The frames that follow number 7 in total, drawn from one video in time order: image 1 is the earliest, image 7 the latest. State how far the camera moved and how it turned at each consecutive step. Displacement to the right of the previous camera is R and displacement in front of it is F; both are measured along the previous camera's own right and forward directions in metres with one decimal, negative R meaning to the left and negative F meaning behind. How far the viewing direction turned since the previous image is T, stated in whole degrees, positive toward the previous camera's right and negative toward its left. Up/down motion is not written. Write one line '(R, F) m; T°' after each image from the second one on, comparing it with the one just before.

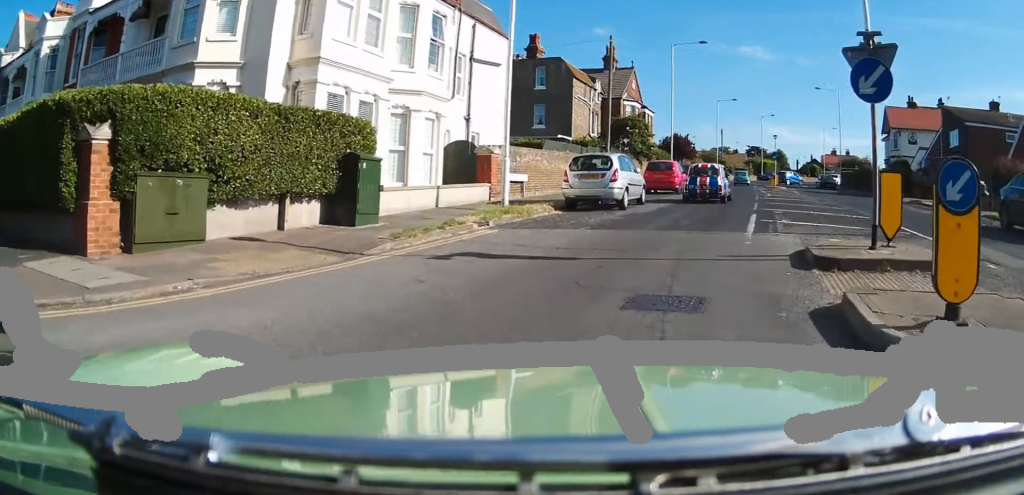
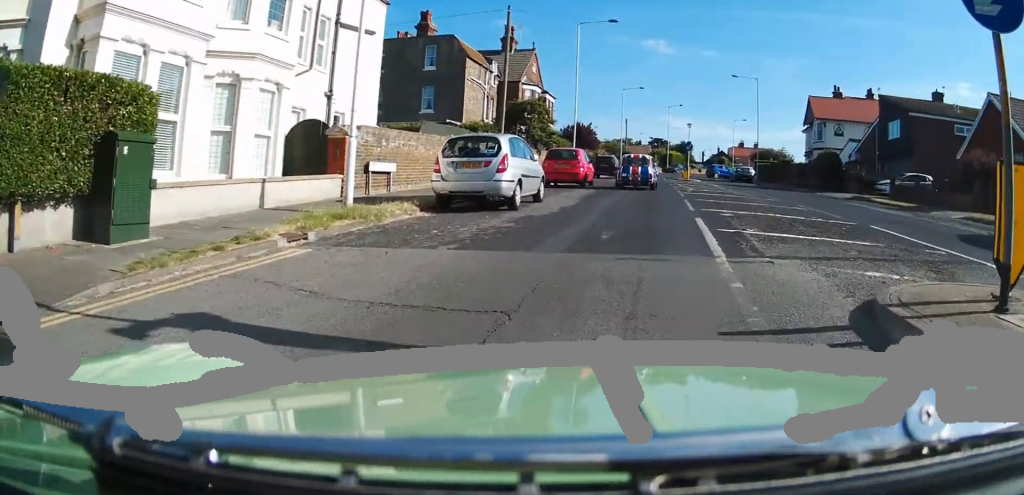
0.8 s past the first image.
(0.0, +2.5) m; 0°
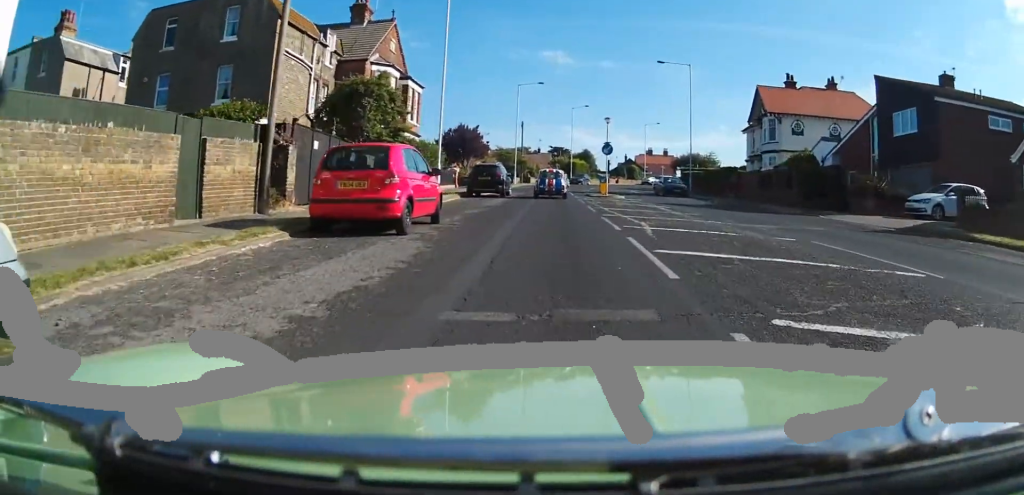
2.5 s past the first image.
(0.0, +8.5) m; 0°
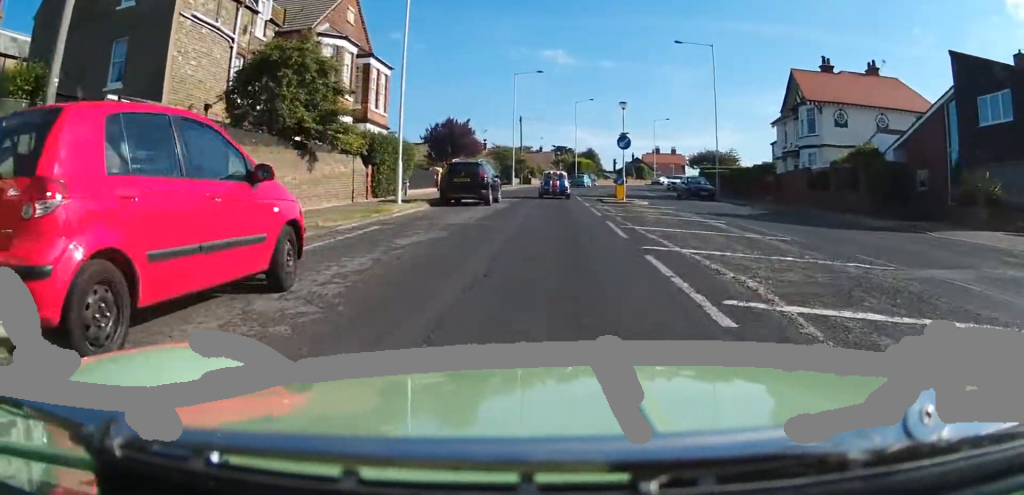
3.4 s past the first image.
(0.0, +5.7) m; 0°
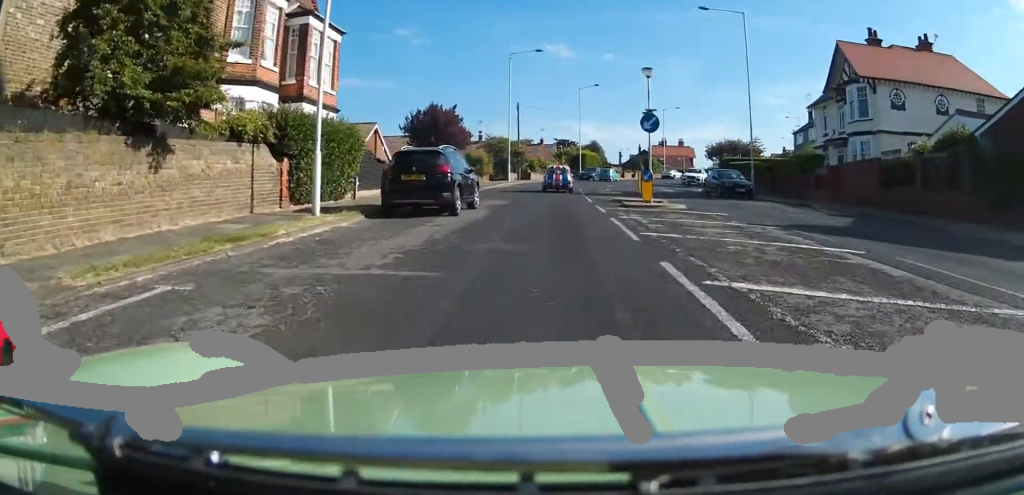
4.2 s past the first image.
(0.0, +5.7) m; -1°
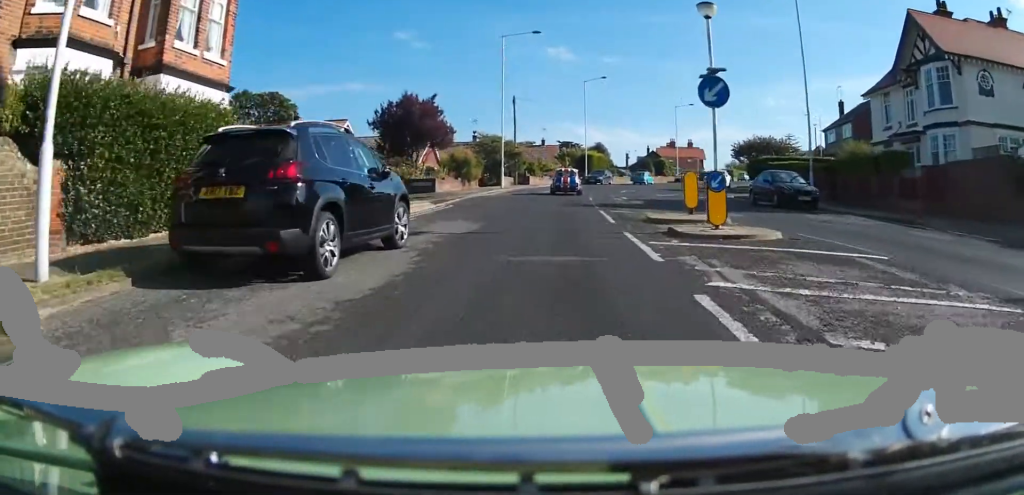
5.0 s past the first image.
(-0.1, +6.7) m; -5°
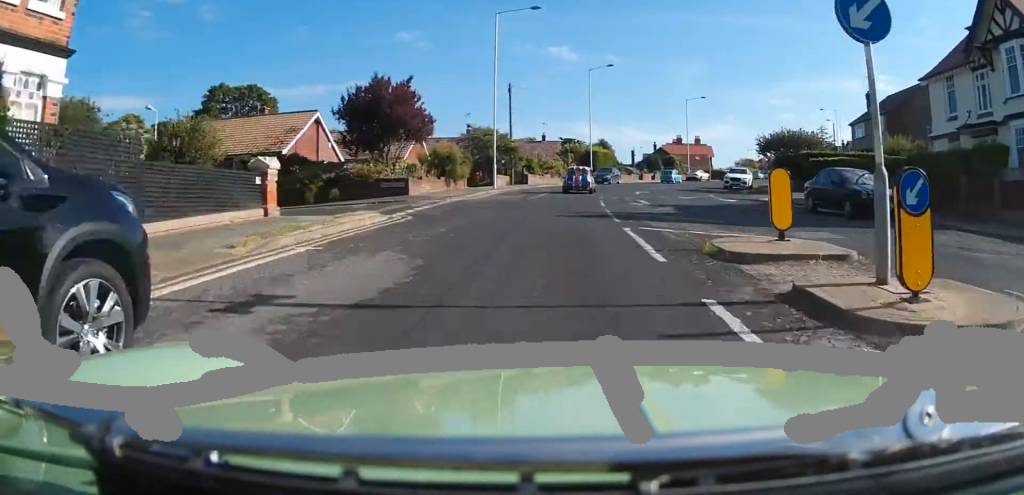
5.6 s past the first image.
(-0.3, +5.1) m; +3°
